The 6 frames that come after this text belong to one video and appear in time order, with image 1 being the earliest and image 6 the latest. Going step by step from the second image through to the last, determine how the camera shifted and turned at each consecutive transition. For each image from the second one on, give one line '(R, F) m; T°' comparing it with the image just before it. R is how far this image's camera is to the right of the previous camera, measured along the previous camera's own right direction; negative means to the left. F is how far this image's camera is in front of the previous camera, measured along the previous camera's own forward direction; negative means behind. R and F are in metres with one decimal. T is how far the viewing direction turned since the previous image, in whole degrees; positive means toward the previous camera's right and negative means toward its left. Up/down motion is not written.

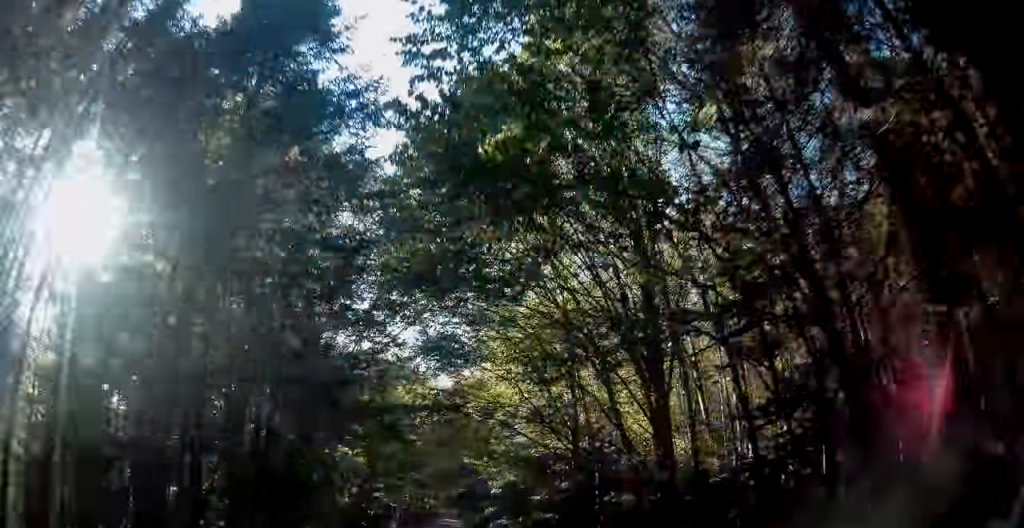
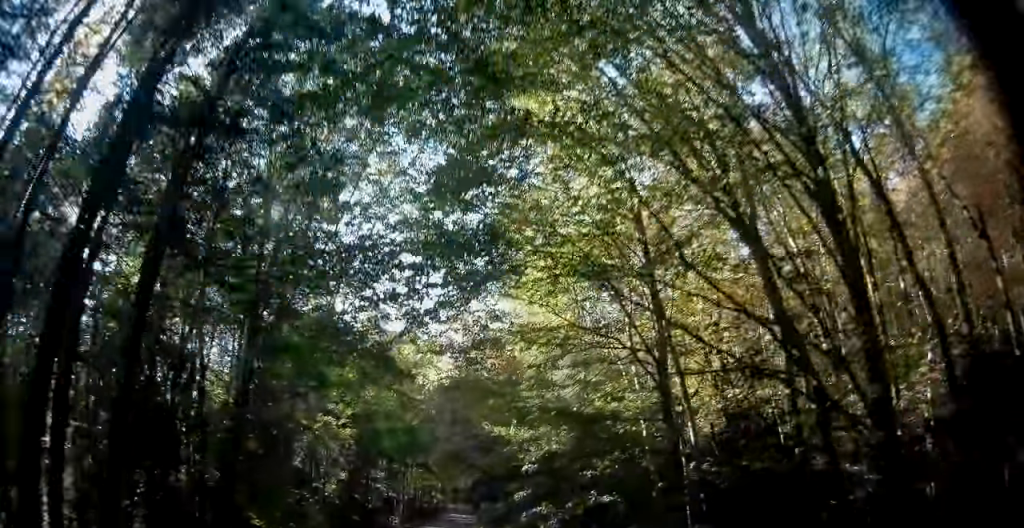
(-0.1, +7.8) m; 0°
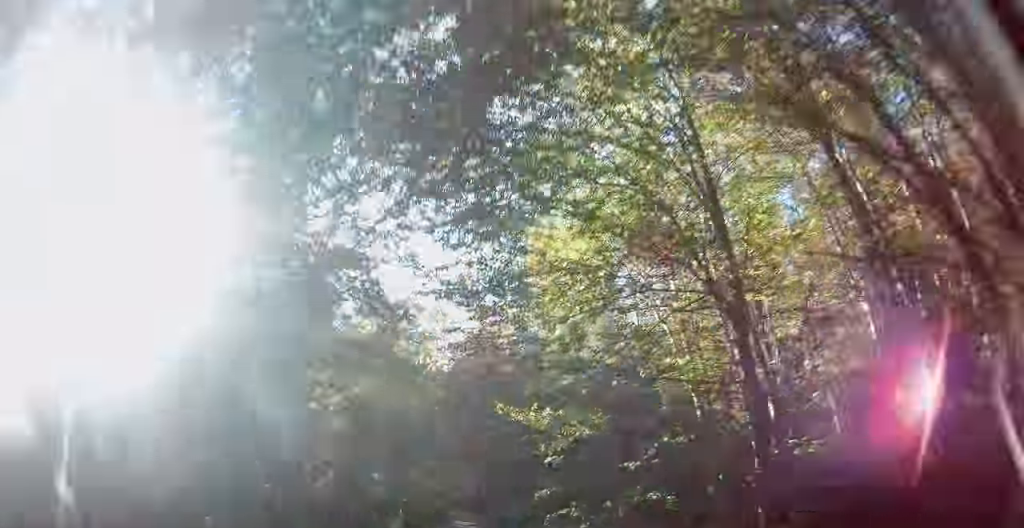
(0.0, +3.6) m; 0°
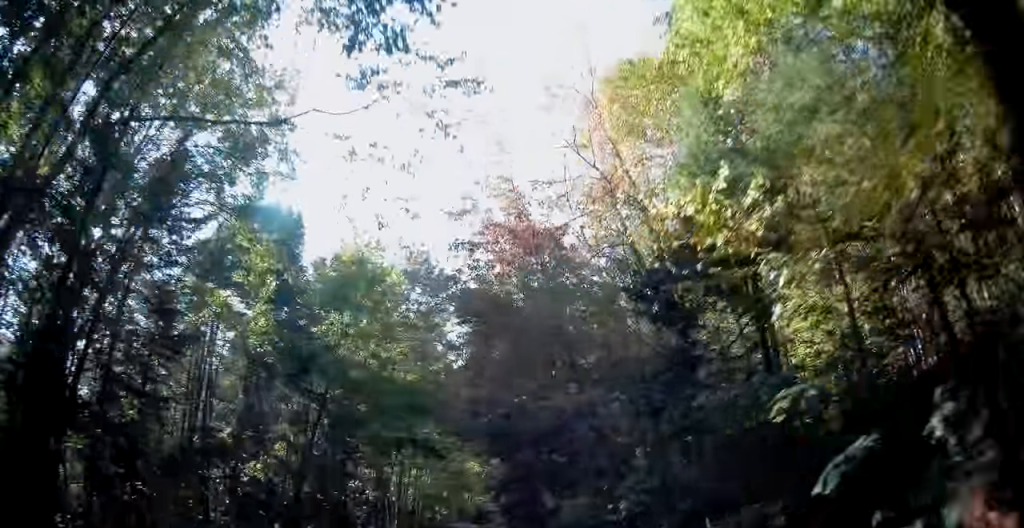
(+0.1, +10.7) m; +3°
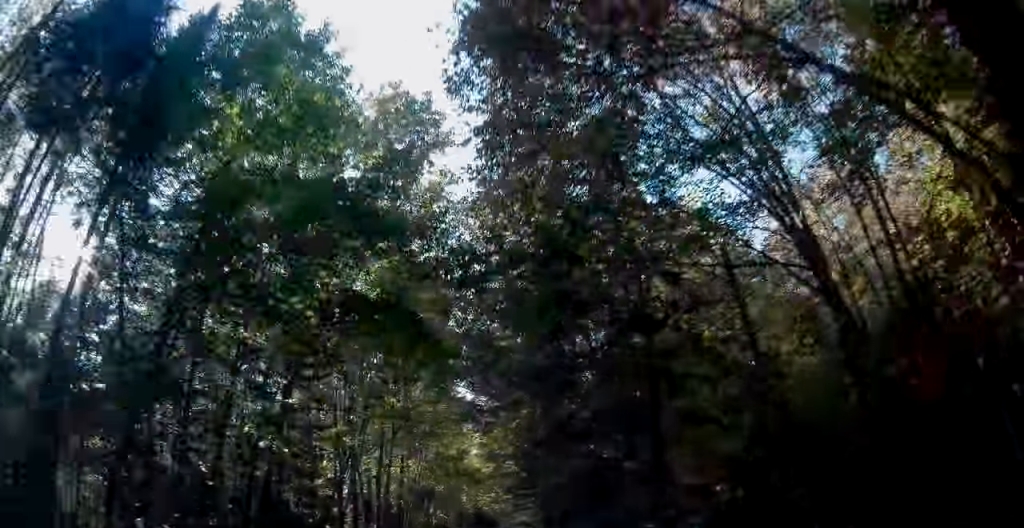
(+0.1, +13.1) m; -2°
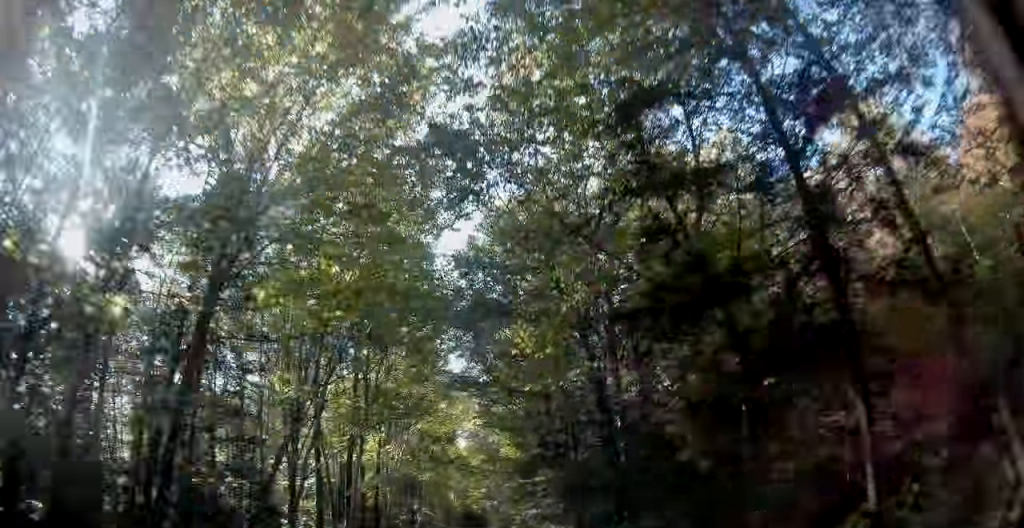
(-0.1, +7.0) m; -1°
